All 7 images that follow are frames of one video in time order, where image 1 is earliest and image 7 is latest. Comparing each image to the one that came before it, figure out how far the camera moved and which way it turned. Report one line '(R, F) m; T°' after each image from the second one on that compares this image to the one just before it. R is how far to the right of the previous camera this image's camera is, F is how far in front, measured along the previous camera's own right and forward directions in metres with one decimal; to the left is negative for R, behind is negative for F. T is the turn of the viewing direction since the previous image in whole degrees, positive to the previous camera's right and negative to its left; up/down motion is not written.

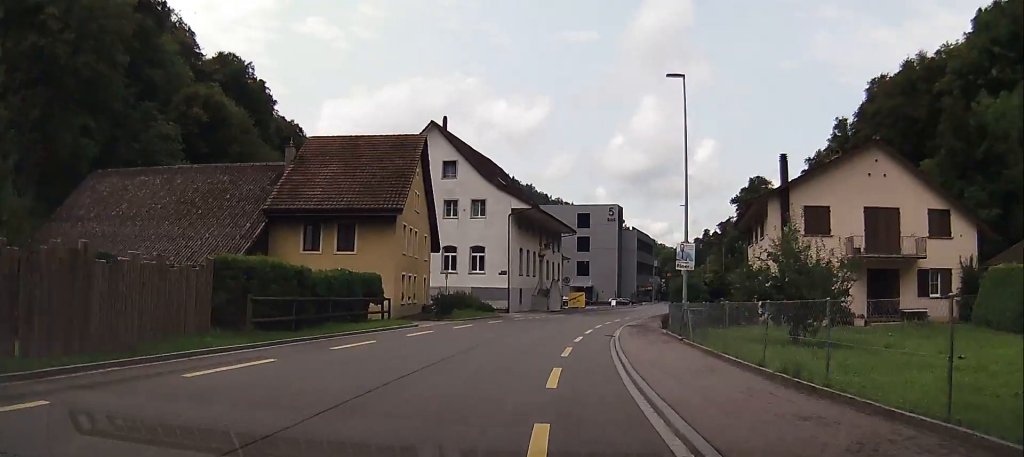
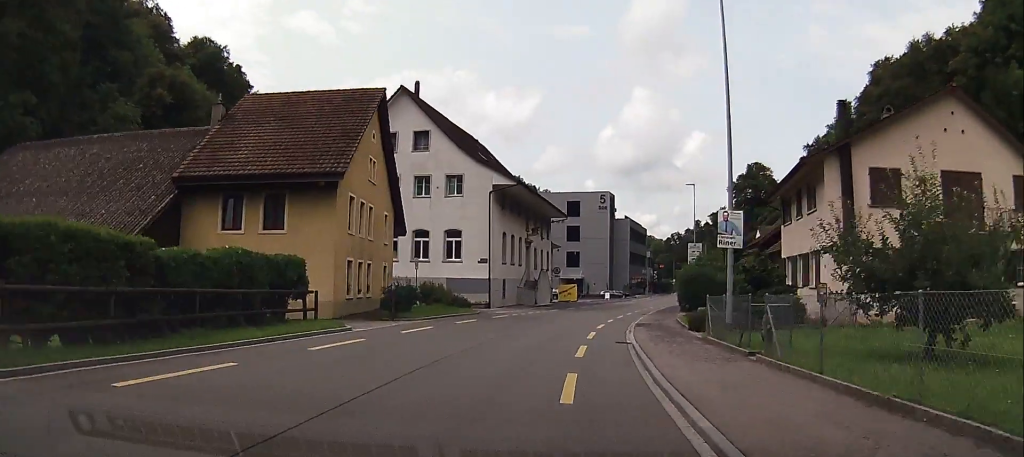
(-0.3, +8.2) m; -5°
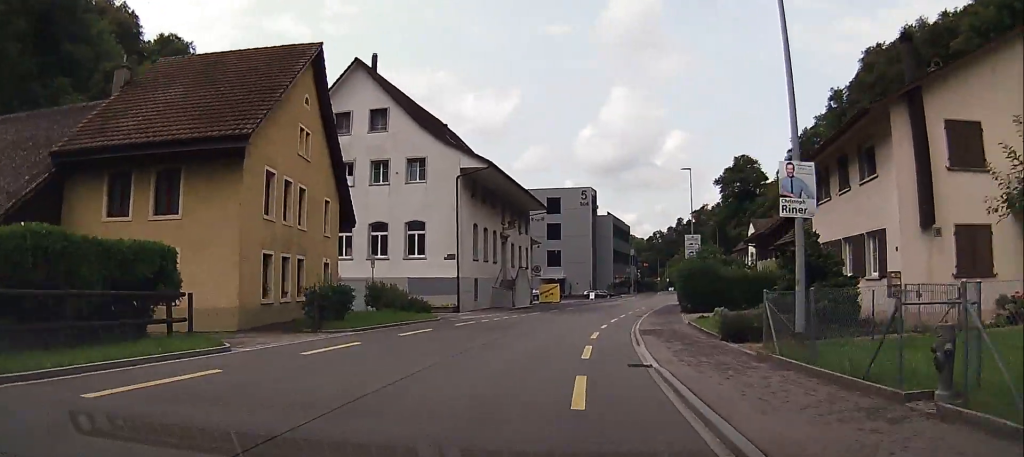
(-0.5, +6.9) m; -2°
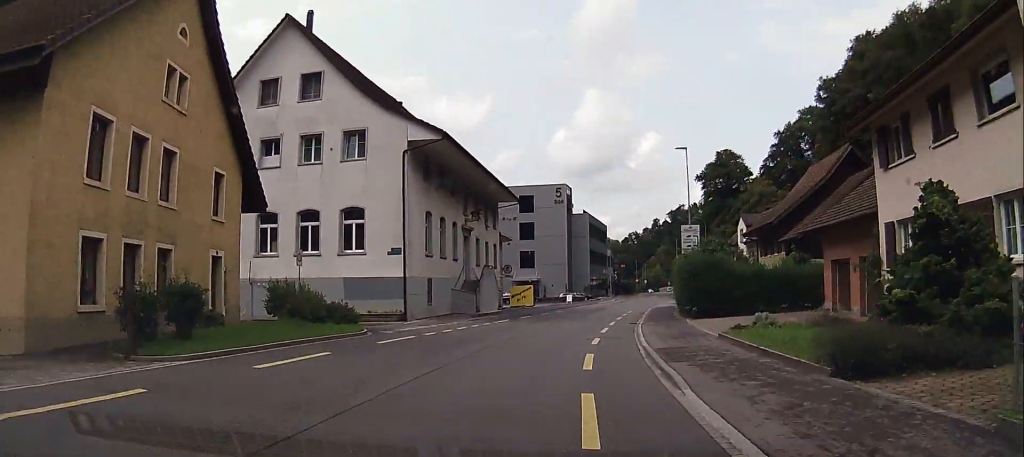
(-0.2, +8.2) m; -1°
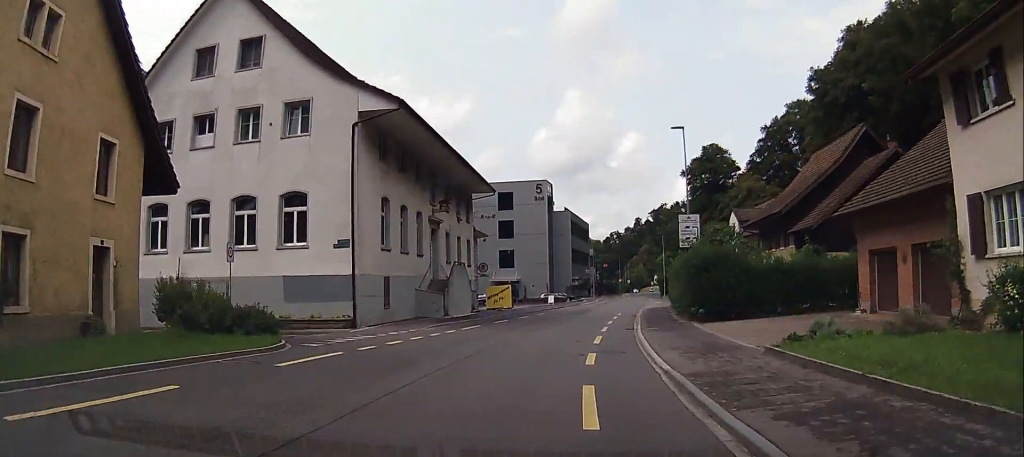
(0.0, +5.4) m; 0°
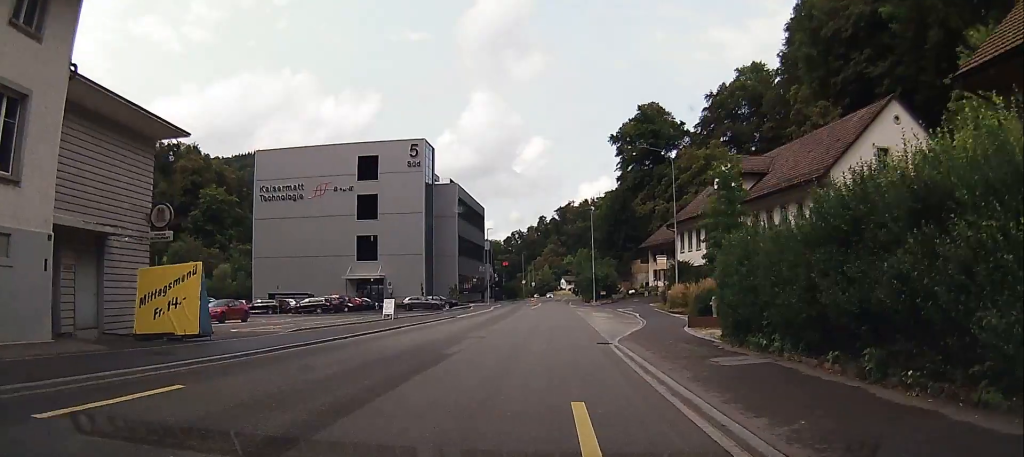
(+2.4, +37.0) m; +7°
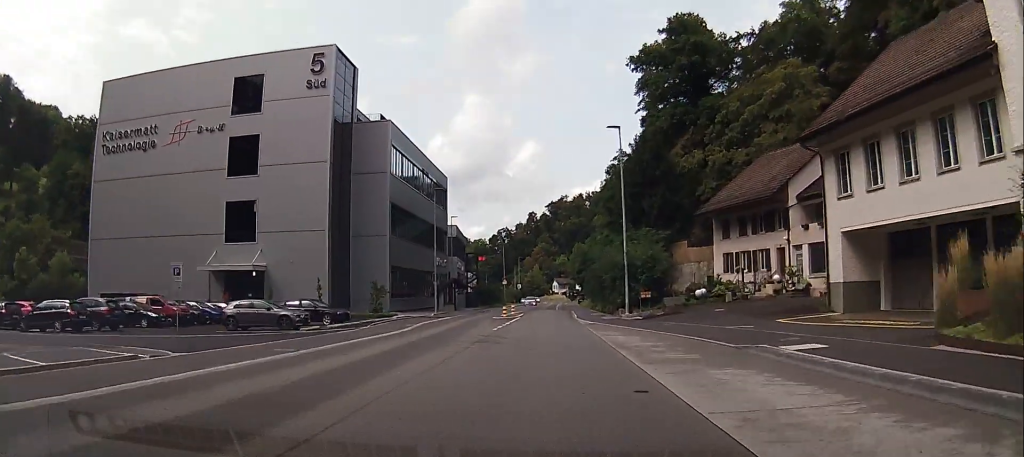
(+0.7, +36.6) m; +2°
